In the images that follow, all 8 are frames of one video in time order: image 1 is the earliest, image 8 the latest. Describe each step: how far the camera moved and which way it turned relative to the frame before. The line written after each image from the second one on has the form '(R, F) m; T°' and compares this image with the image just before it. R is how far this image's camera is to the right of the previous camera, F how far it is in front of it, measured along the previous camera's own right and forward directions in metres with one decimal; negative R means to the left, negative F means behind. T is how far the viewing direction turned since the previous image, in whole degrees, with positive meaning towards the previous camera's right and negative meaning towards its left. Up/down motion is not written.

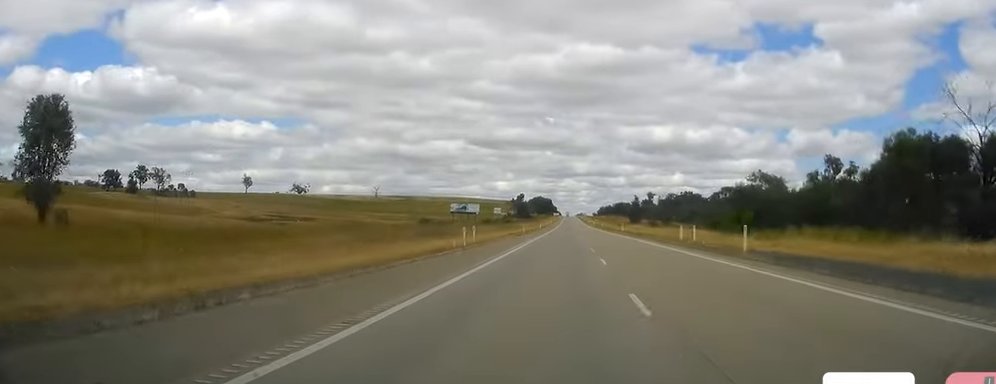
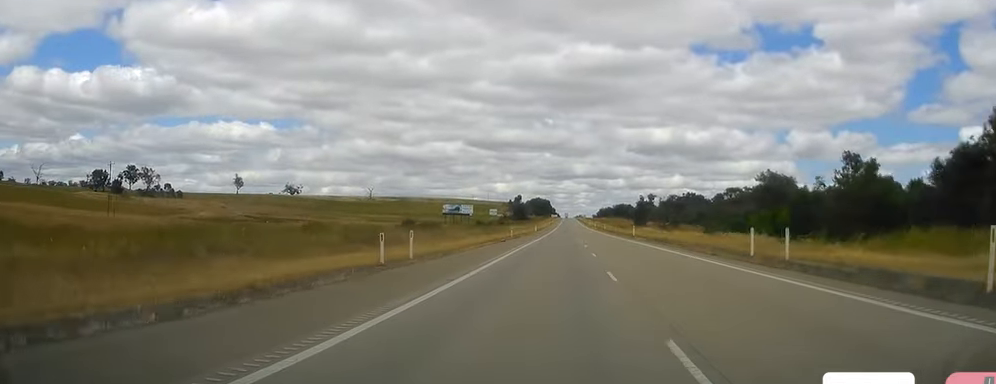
(-0.2, +17.2) m; -1°
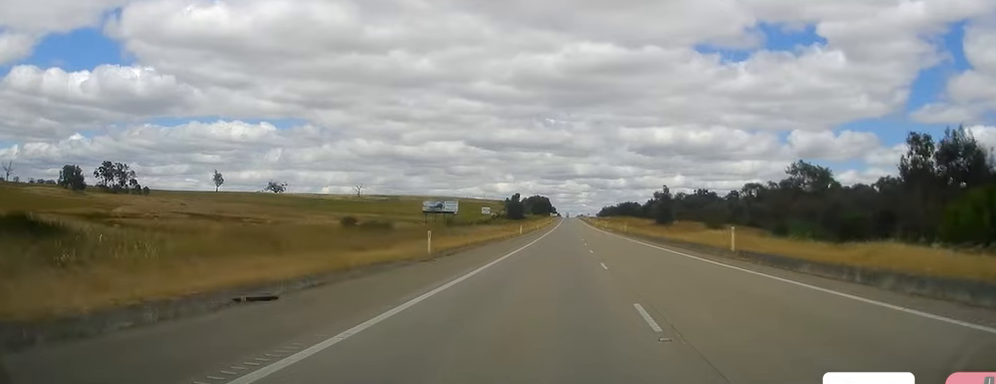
(+0.3, +44.0) m; +1°
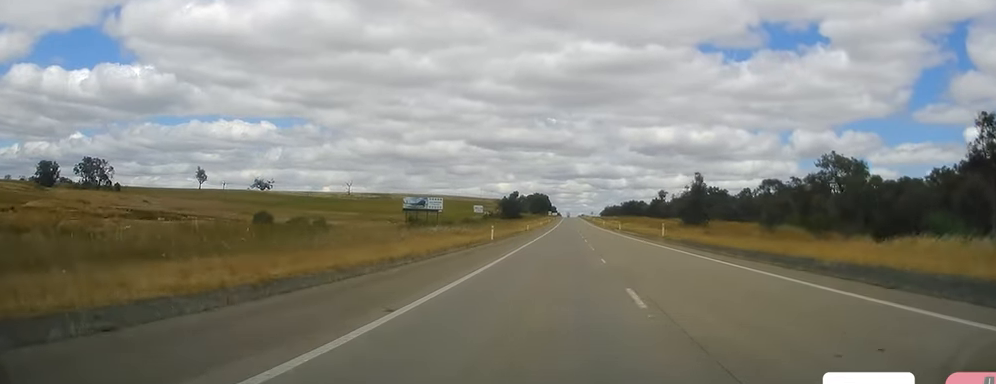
(0.0, +33.5) m; -1°
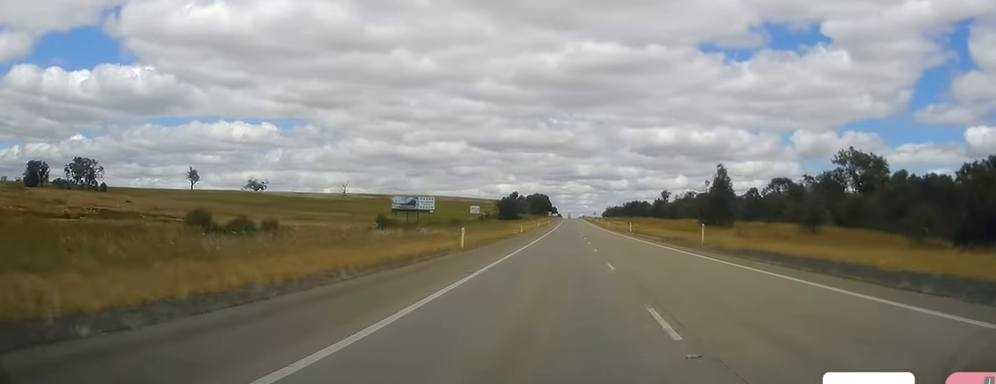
(-0.1, +15.3) m; 0°
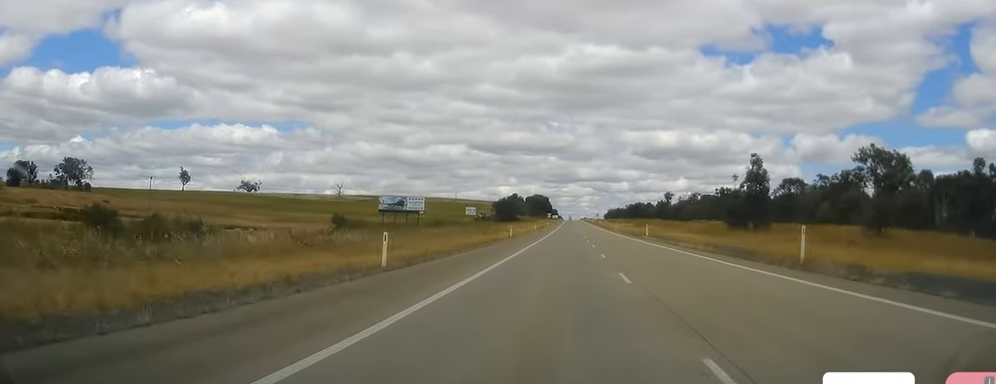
(0.0, +16.3) m; 0°
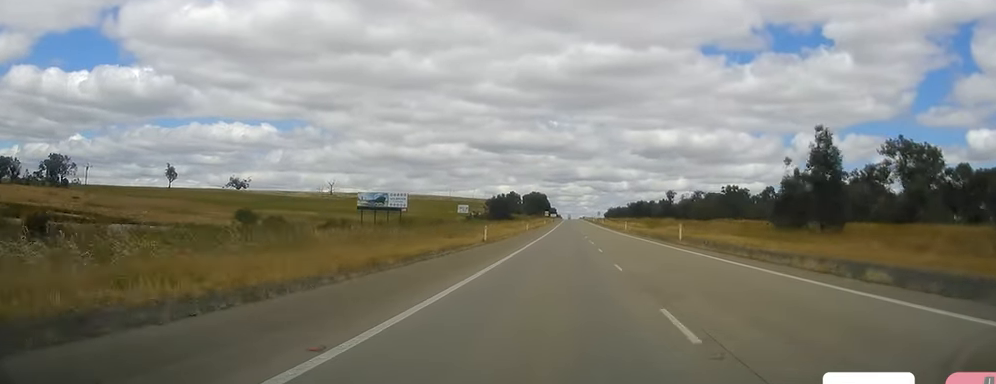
(0.0, +20.1) m; 0°
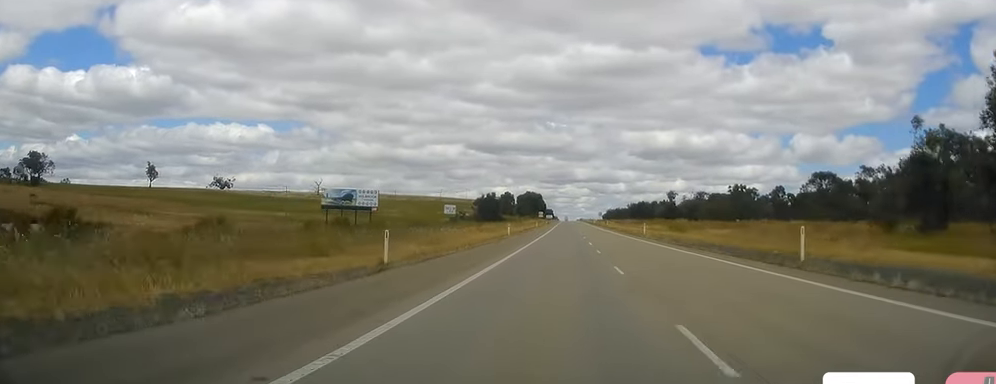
(+0.1, +24.9) m; +1°
